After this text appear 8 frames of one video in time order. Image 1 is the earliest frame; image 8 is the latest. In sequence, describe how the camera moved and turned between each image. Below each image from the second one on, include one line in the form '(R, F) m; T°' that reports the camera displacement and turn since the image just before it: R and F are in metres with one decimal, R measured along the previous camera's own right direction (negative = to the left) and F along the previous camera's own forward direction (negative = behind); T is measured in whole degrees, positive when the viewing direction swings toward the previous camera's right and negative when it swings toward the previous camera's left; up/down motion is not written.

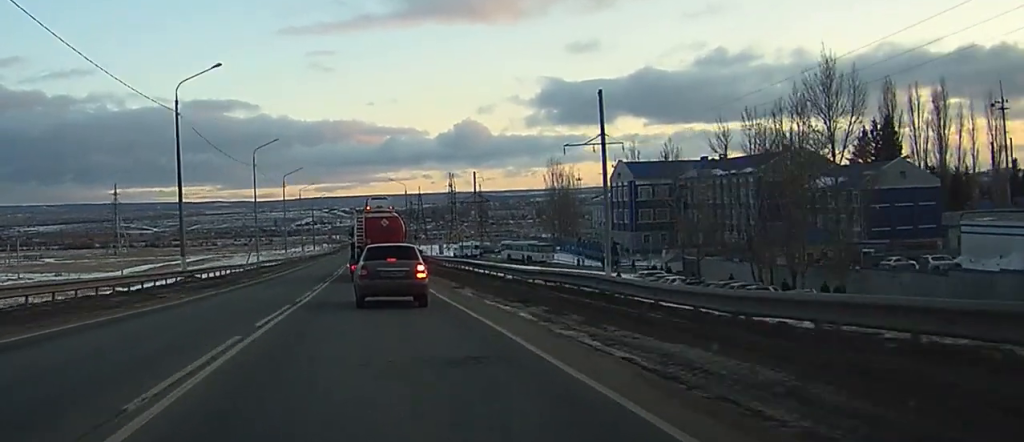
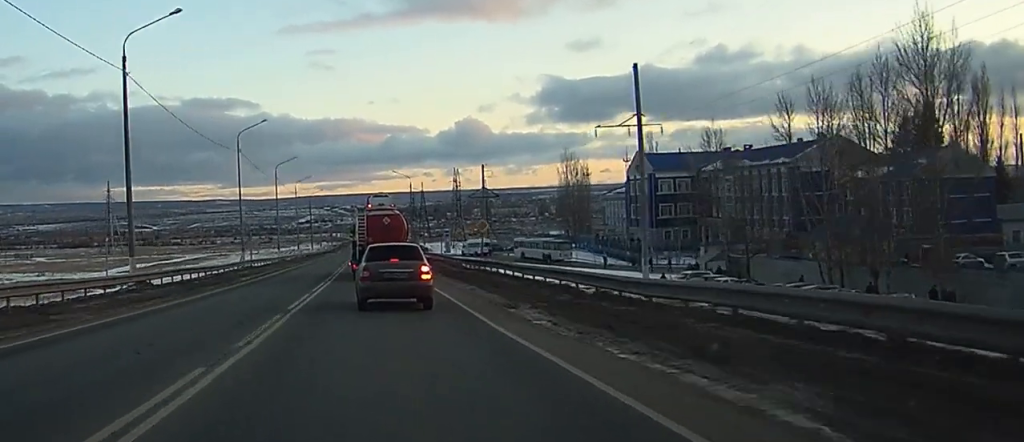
(0.0, +11.4) m; 0°
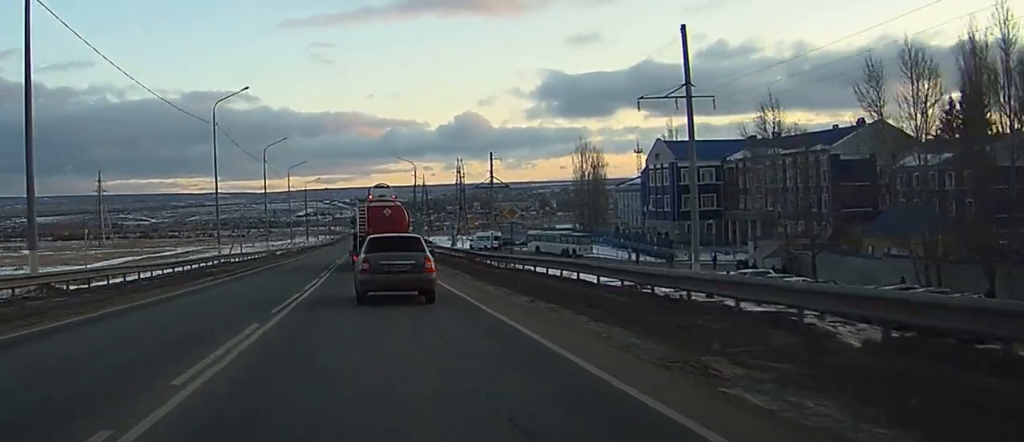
(+0.1, +12.0) m; 0°
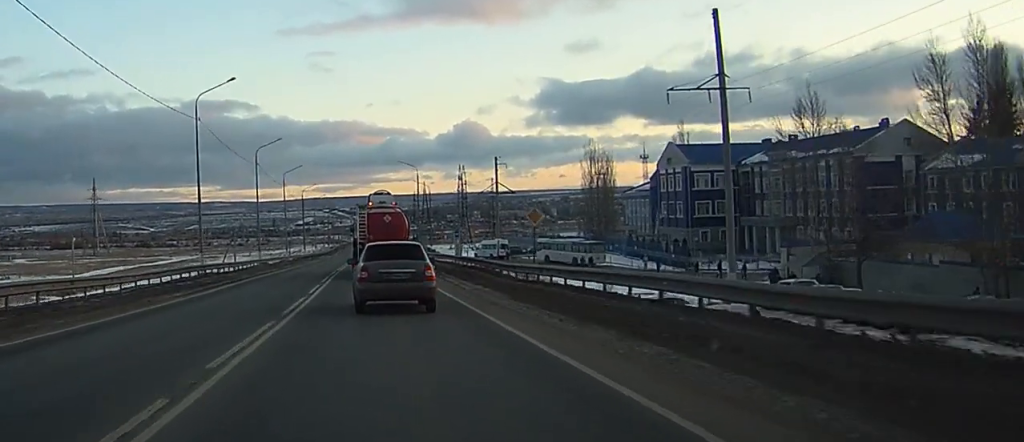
(0.0, +6.5) m; 0°
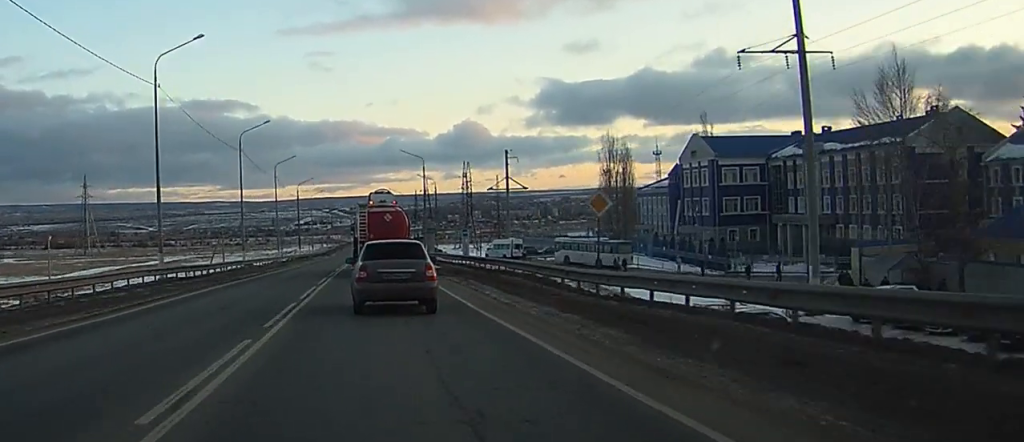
(0.0, +11.4) m; 0°
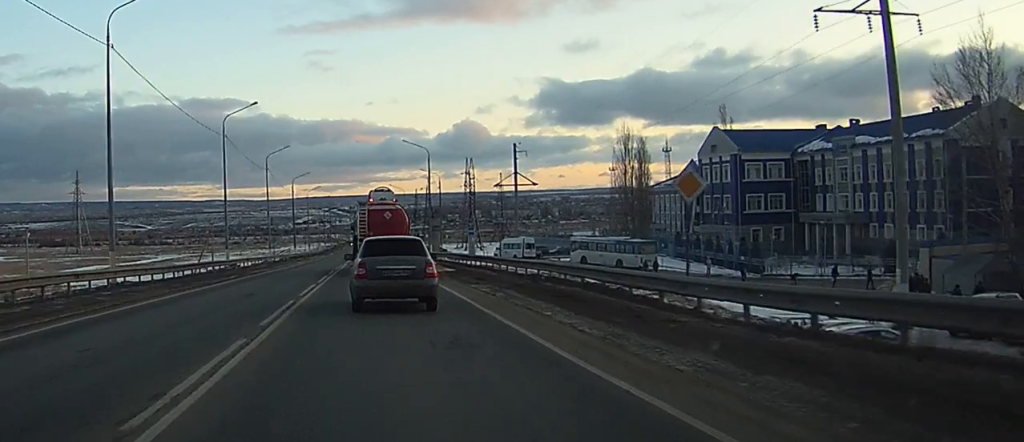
(0.0, +8.6) m; 0°
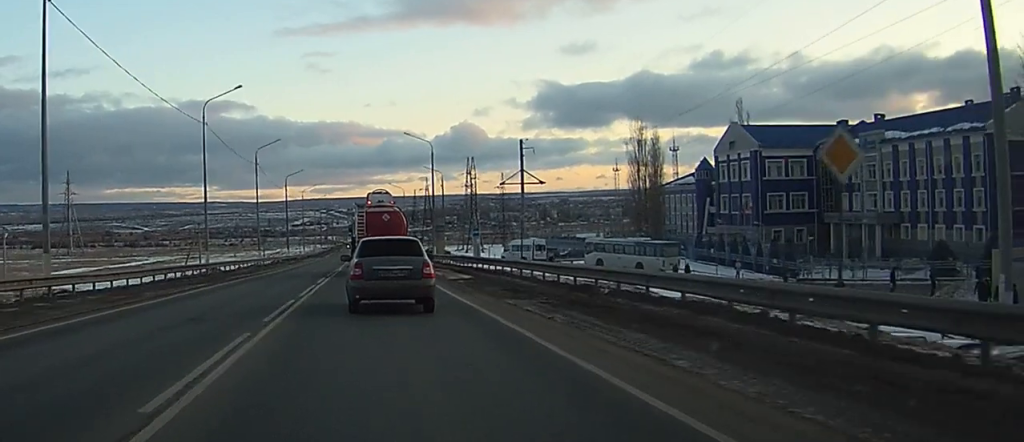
(0.0, +7.6) m; 0°
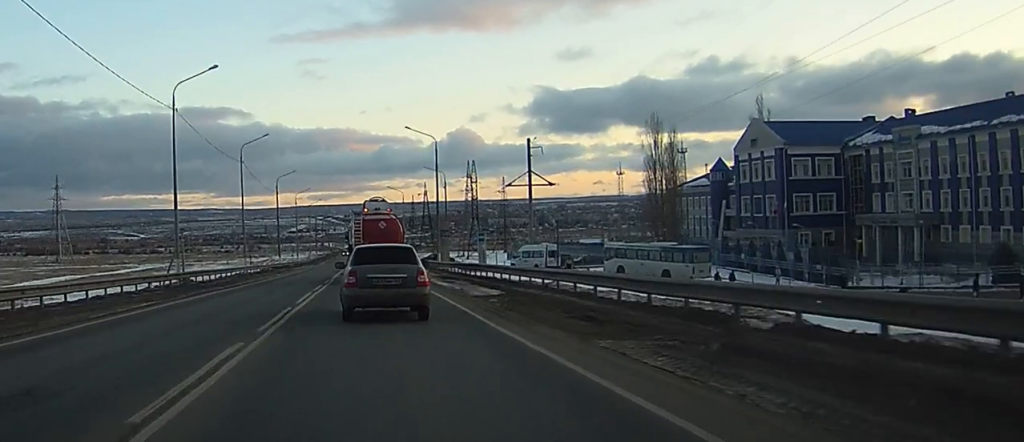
(+0.1, +8.5) m; -1°
